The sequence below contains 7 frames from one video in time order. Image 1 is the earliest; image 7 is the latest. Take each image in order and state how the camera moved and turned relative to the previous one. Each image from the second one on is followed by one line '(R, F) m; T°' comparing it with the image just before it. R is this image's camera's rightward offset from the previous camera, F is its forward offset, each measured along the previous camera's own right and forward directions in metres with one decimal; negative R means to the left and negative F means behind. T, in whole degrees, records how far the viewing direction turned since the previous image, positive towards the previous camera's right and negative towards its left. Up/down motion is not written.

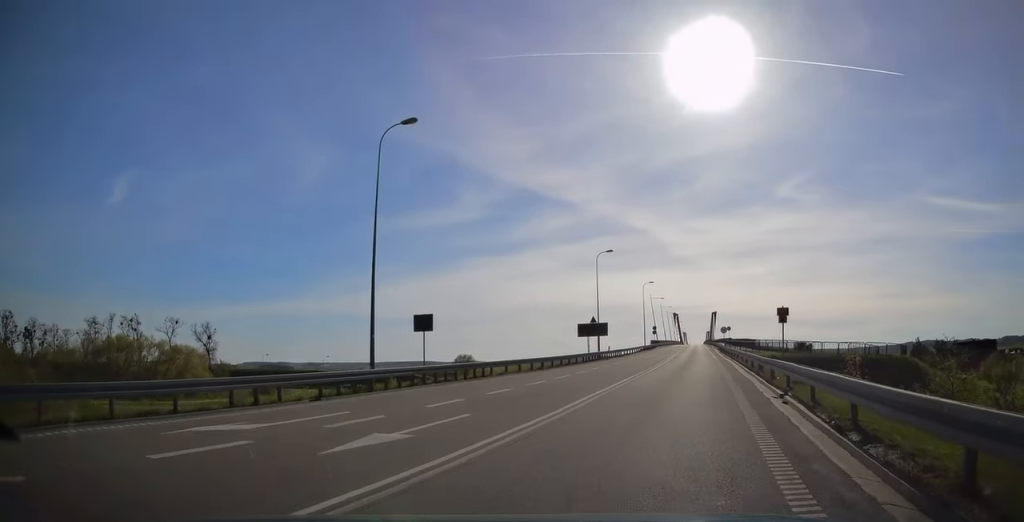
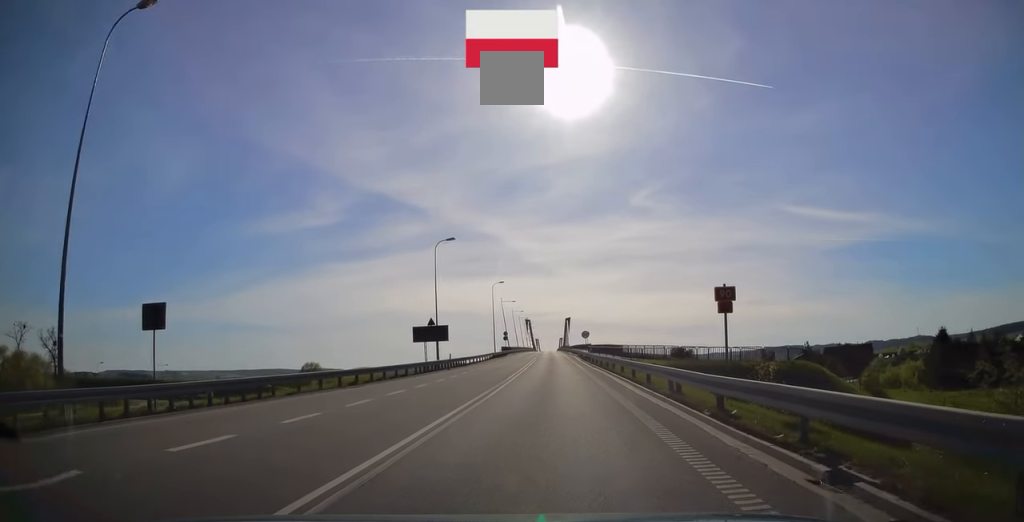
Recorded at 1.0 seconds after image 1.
(+1.5, +9.1) m; +12°
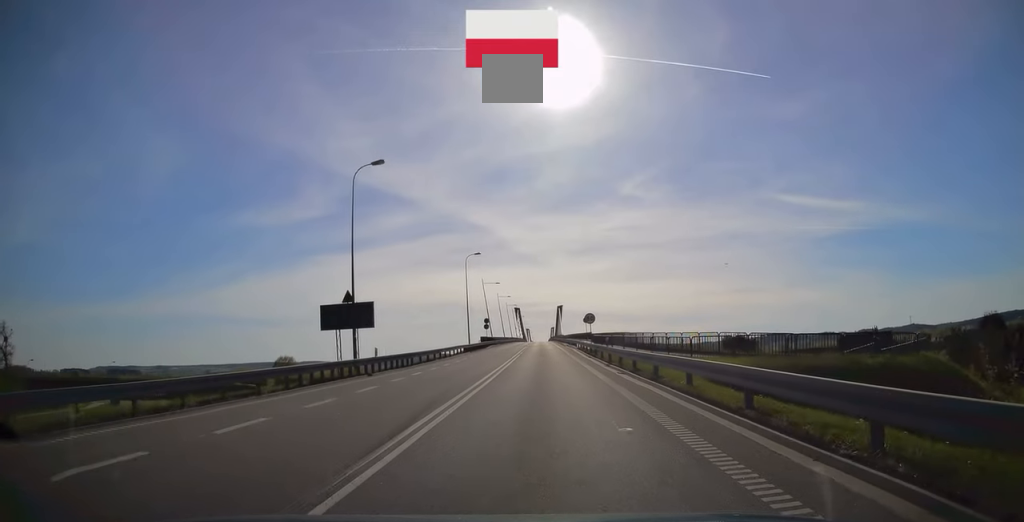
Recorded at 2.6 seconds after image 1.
(+0.9, +17.8) m; +4°
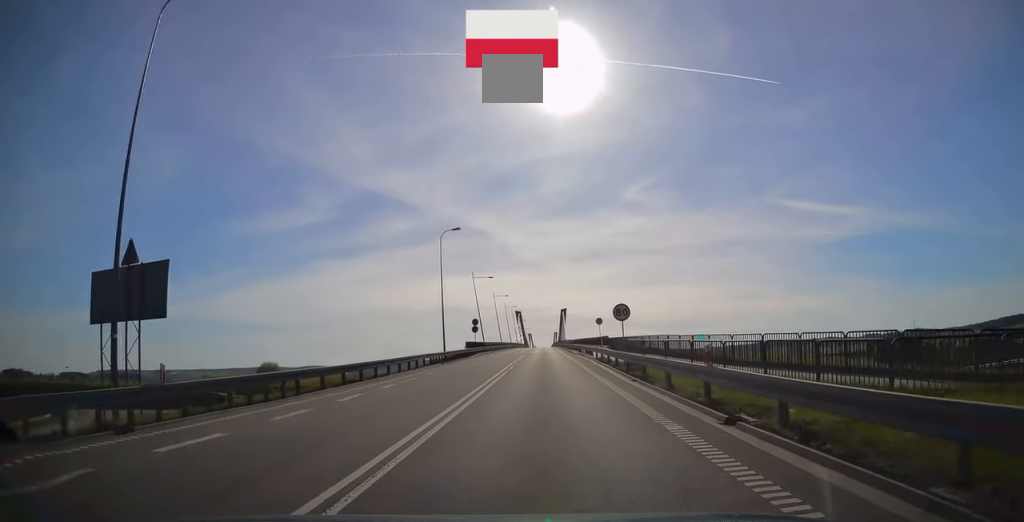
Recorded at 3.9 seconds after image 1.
(-0.1, +17.4) m; -1°
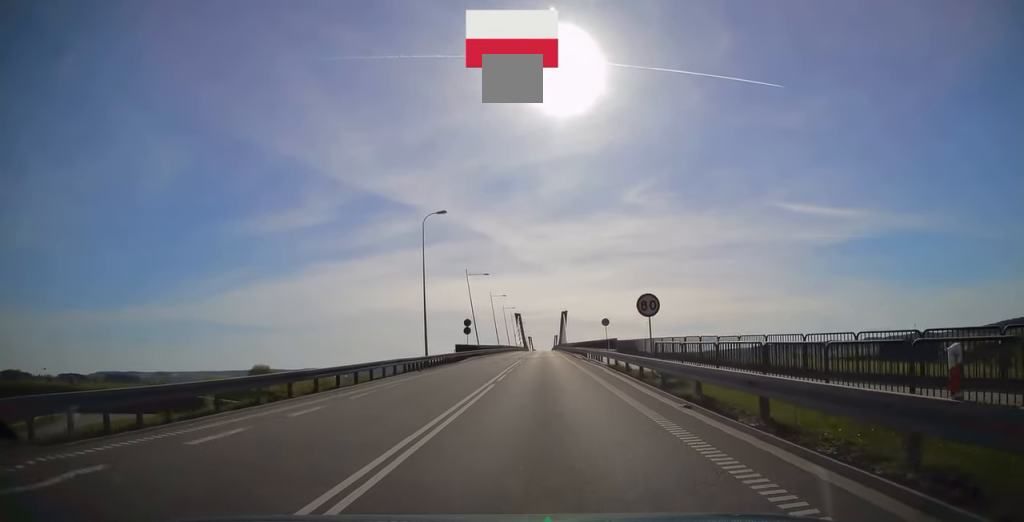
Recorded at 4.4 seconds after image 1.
(-0.2, +6.9) m; 0°
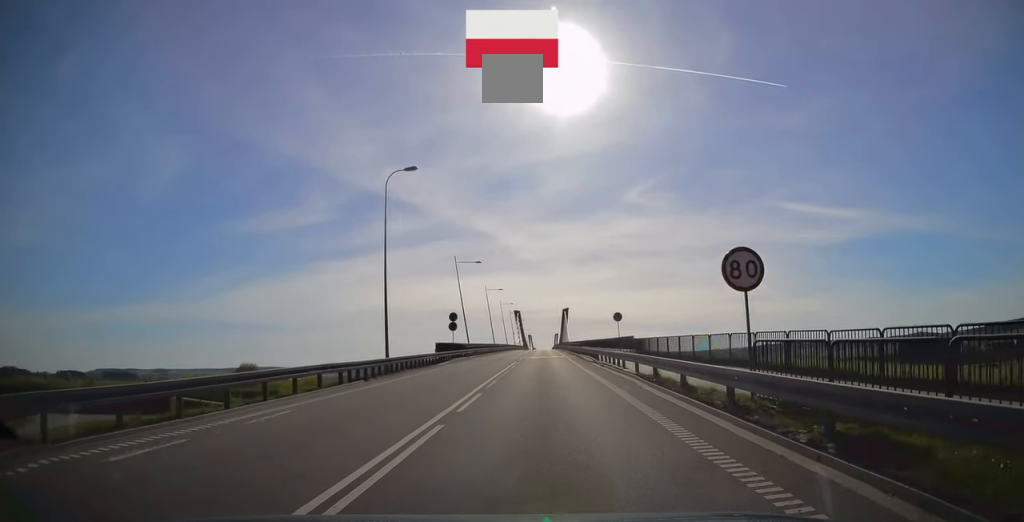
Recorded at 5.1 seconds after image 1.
(+0.4, +10.0) m; +1°
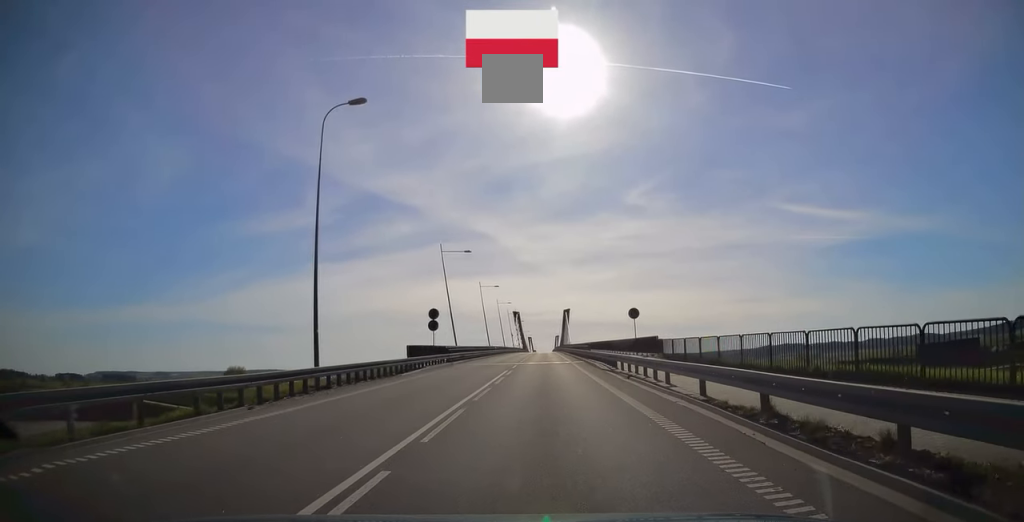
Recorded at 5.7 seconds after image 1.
(0.0, +9.4) m; 0°
